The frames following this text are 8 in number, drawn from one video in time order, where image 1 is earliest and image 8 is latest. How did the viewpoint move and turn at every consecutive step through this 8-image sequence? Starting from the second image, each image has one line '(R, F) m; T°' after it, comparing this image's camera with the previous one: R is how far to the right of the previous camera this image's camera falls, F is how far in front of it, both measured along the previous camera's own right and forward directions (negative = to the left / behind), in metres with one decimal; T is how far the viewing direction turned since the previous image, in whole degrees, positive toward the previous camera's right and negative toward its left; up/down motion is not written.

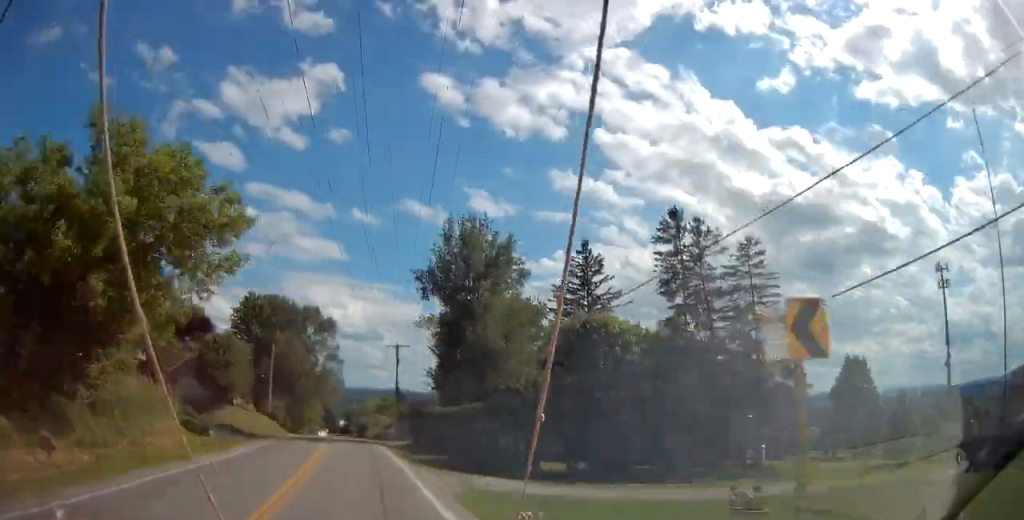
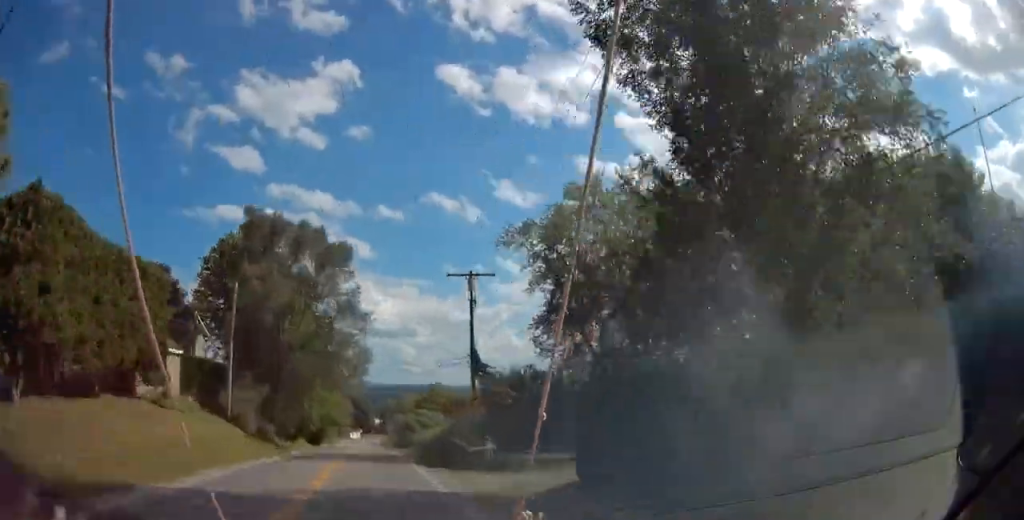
(-2.2, +32.8) m; -4°
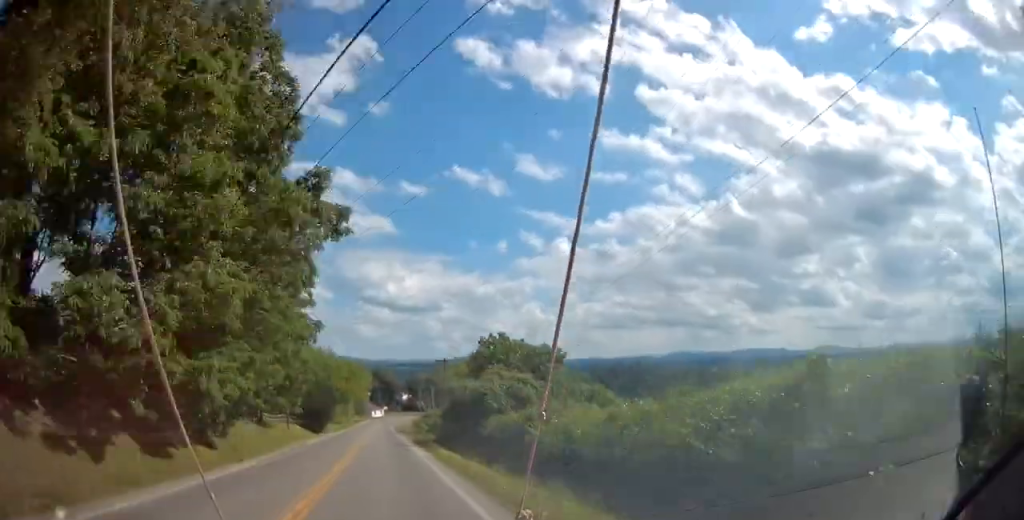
(-1.2, +42.7) m; -2°
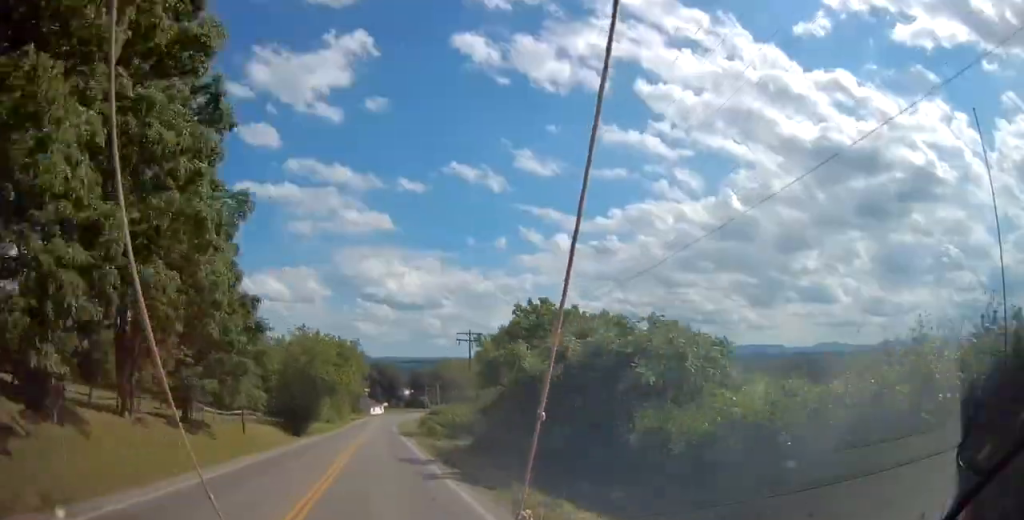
(-0.1, +21.1) m; 0°
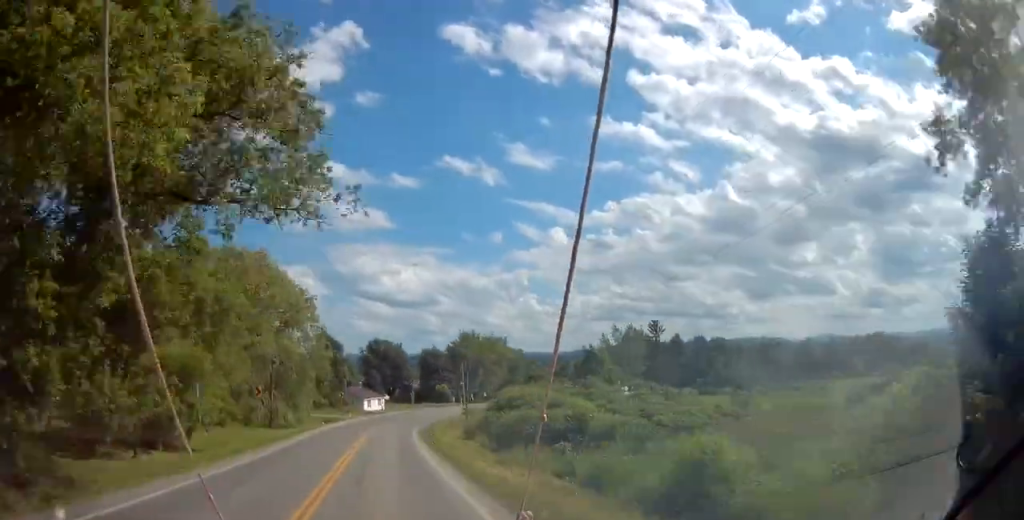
(0.0, +61.8) m; +3°
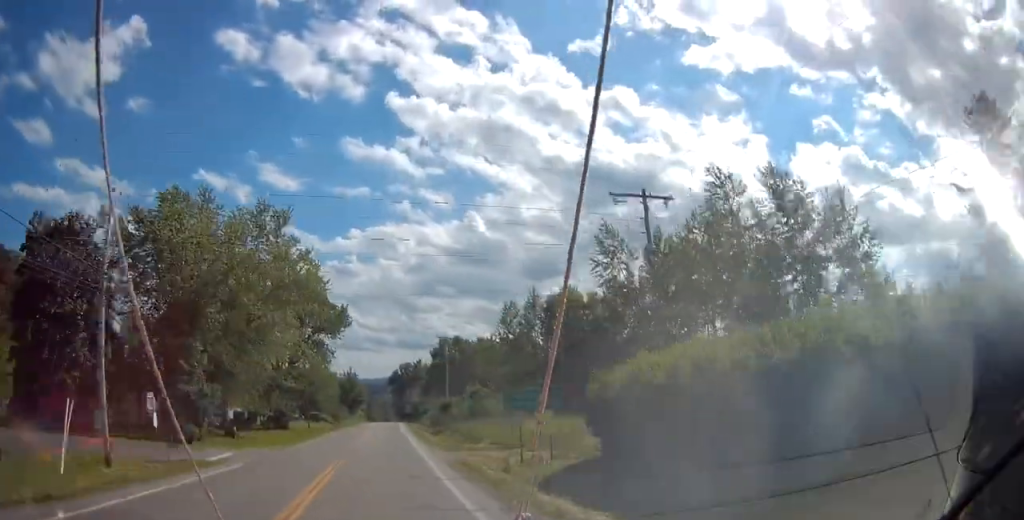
(+23.8, +117.4) m; +22°
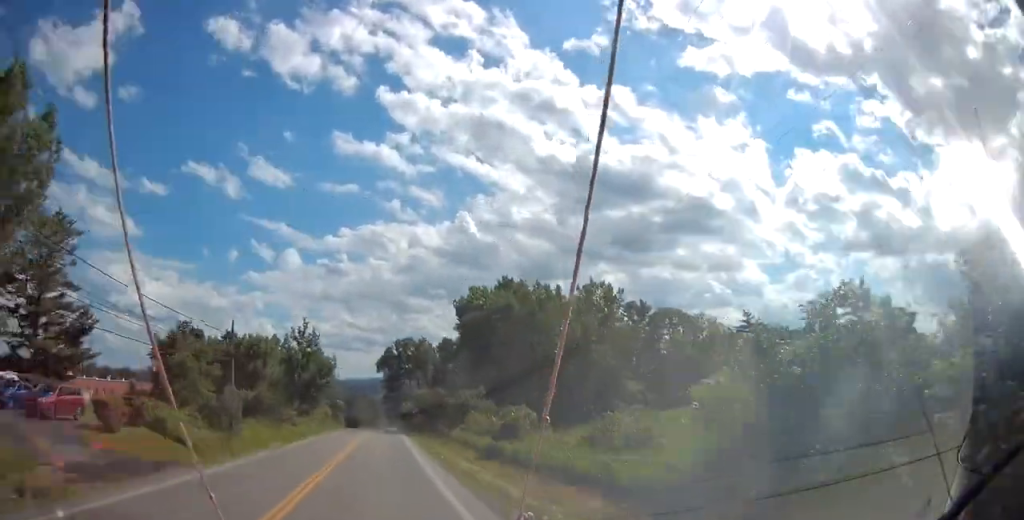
(+3.1, +72.6) m; +3°
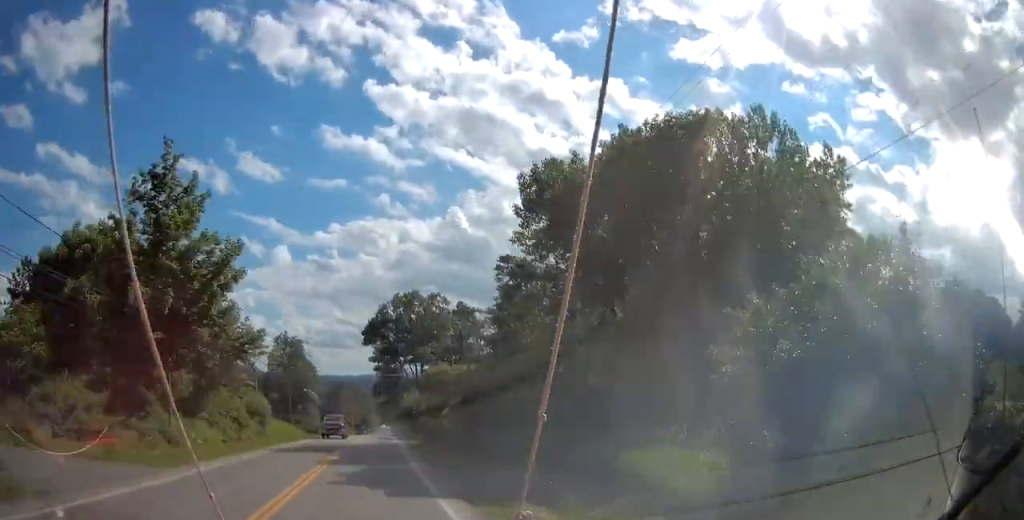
(+0.2, +48.5) m; 0°
